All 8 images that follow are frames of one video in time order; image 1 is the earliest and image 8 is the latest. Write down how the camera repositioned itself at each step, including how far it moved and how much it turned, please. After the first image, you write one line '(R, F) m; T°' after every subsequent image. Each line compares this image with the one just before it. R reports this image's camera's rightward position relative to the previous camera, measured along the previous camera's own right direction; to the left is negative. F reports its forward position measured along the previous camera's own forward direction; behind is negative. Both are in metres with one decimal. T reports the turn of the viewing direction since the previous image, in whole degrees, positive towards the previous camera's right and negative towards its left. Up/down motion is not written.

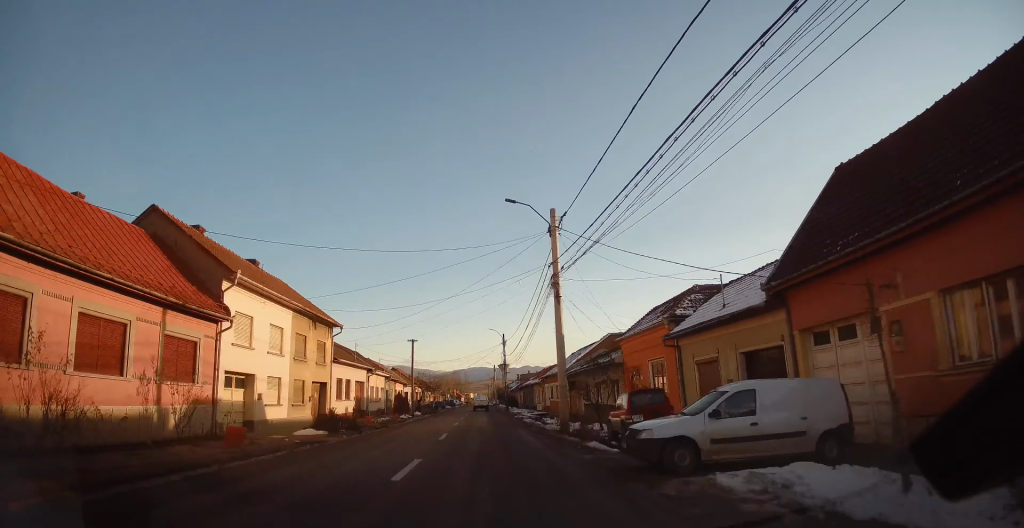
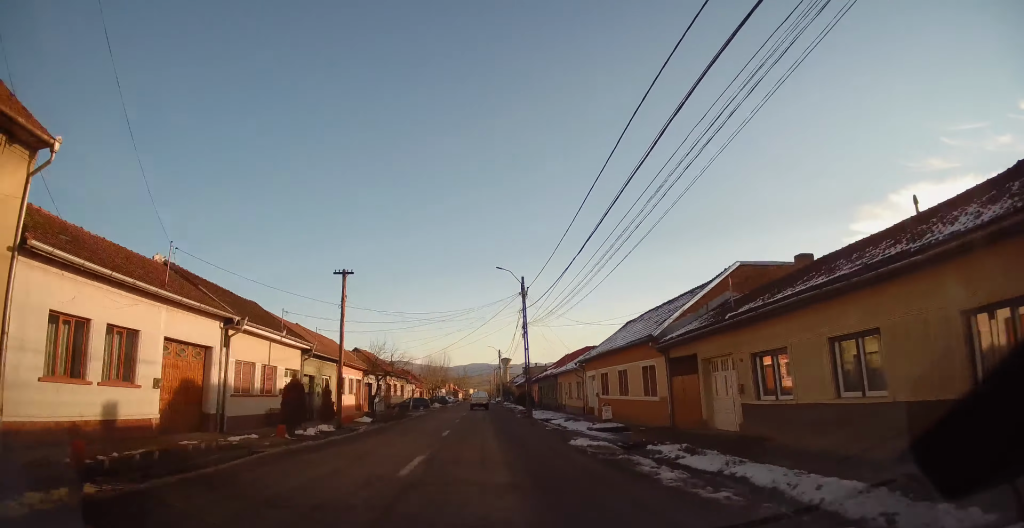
(-0.1, +26.2) m; -1°
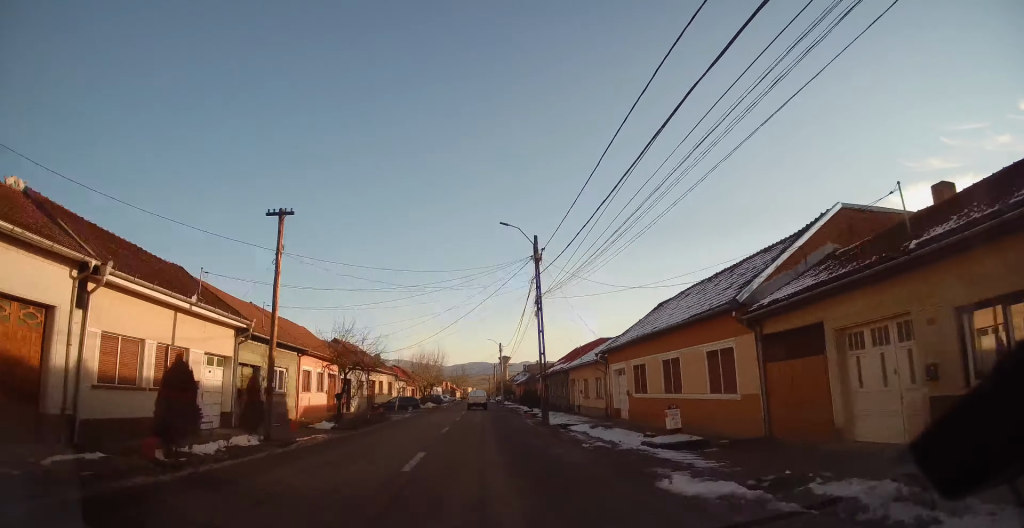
(+0.1, +8.1) m; 0°
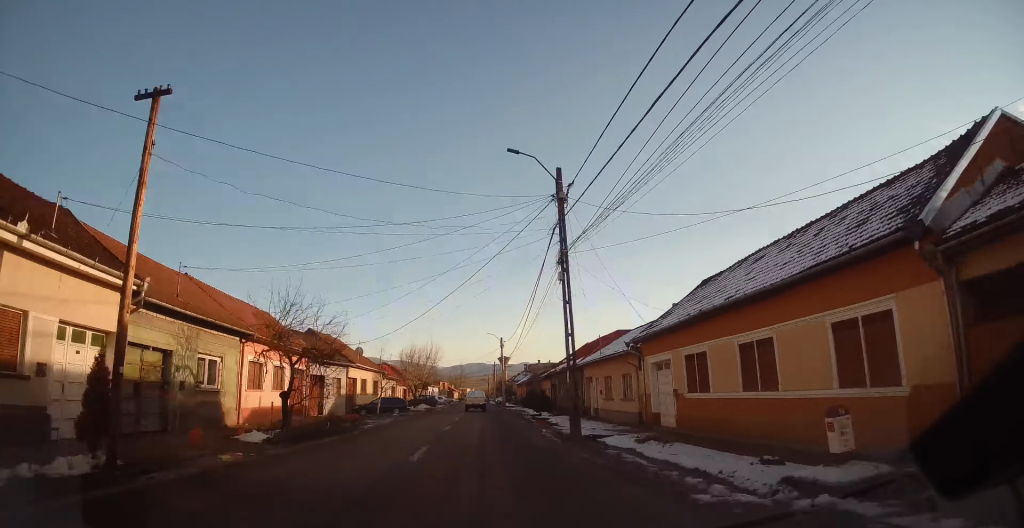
(+0.1, +7.5) m; 0°
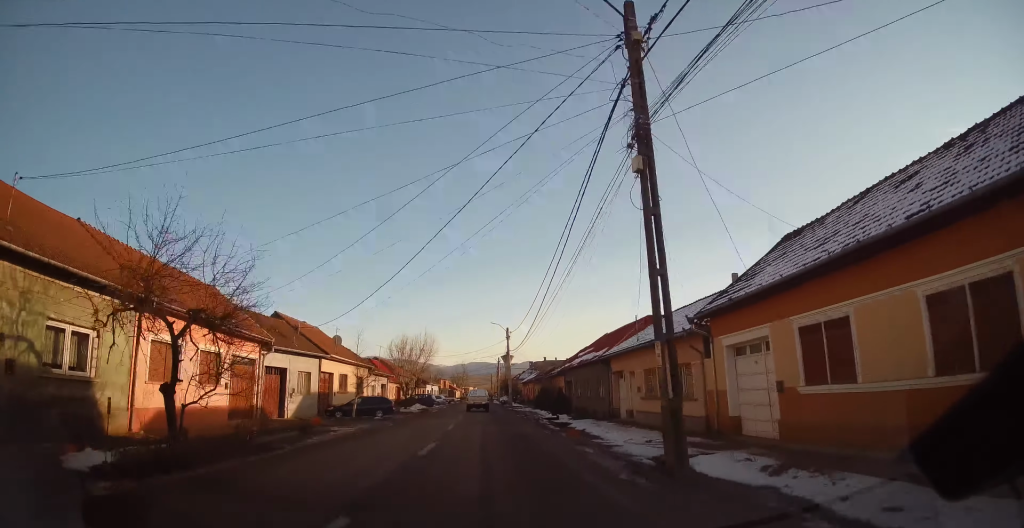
(-0.2, +8.0) m; 0°
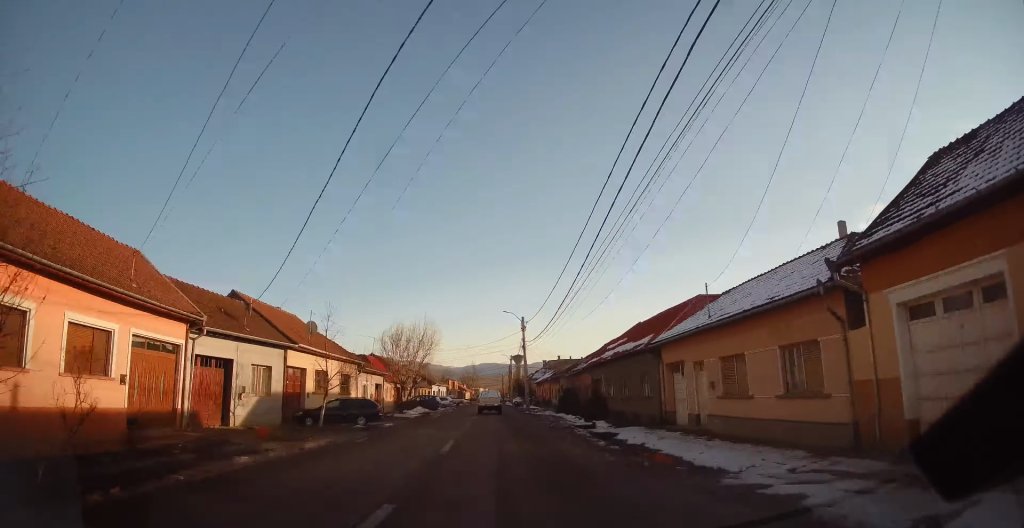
(-0.1, +8.0) m; 0°
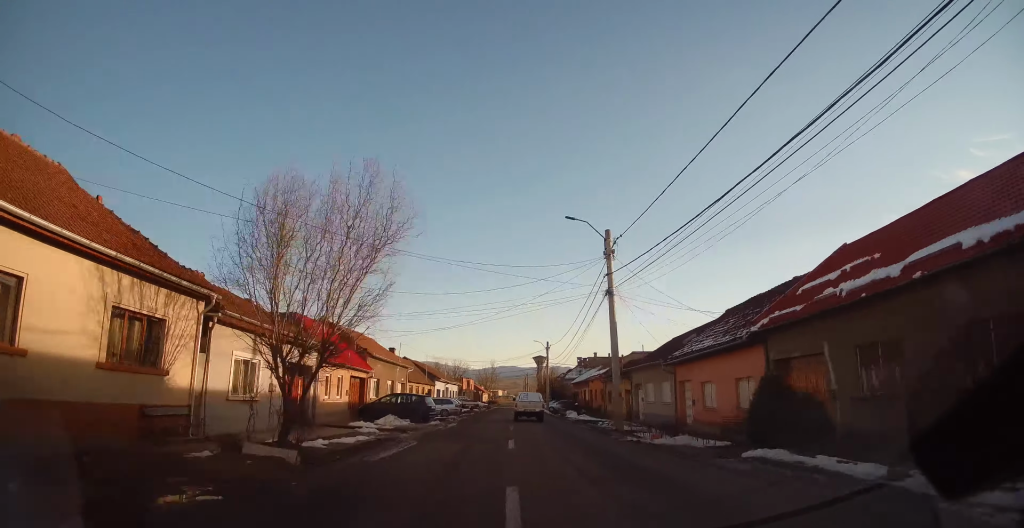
(0.0, +26.1) m; 0°
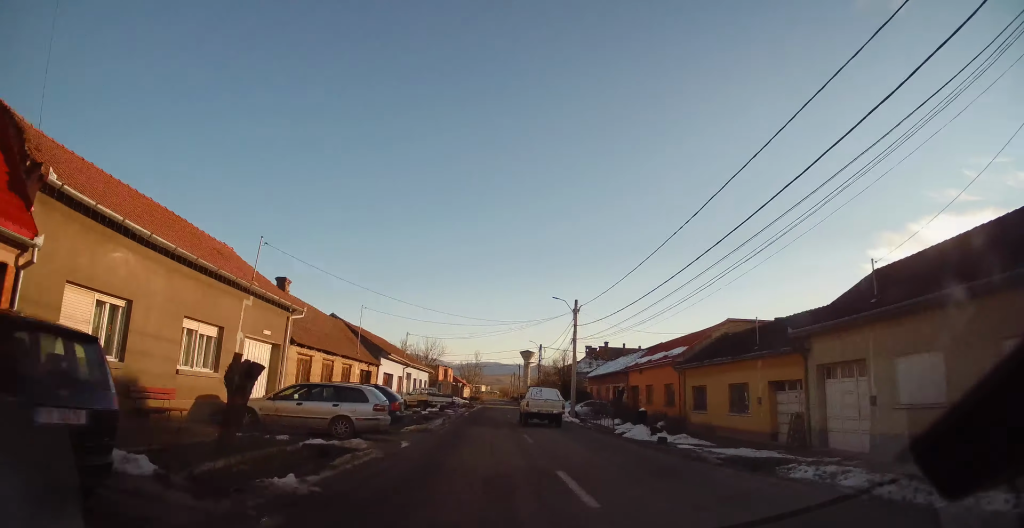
(+0.4, +27.1) m; 0°
